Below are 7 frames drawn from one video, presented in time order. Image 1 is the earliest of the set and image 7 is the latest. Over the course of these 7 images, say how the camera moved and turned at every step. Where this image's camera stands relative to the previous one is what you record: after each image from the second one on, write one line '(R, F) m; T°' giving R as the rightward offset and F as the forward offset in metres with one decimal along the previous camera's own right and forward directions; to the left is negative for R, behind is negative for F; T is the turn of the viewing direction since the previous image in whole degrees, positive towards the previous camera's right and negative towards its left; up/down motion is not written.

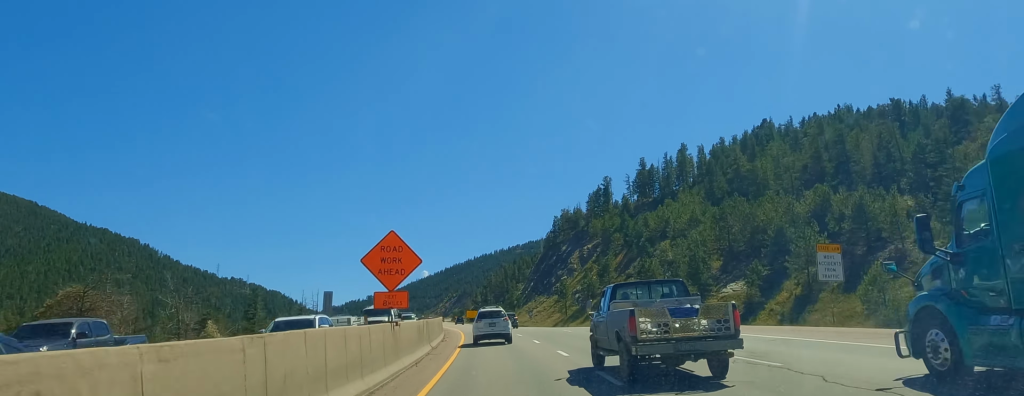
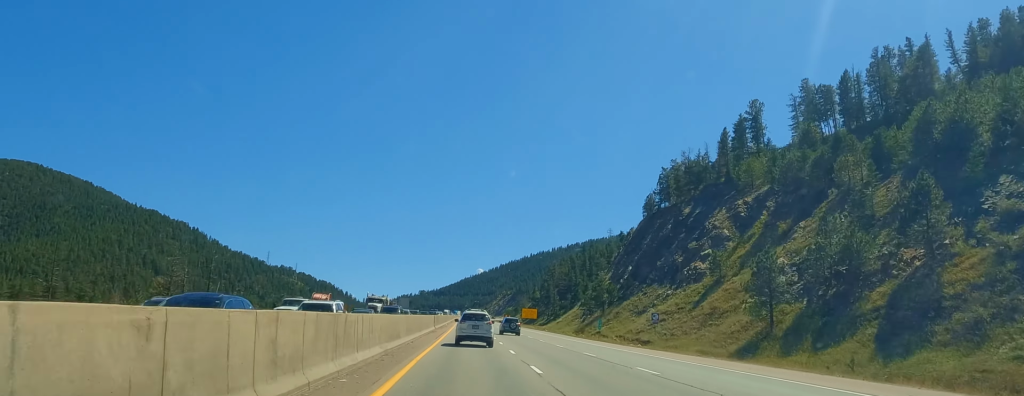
(-2.4, +89.8) m; -3°
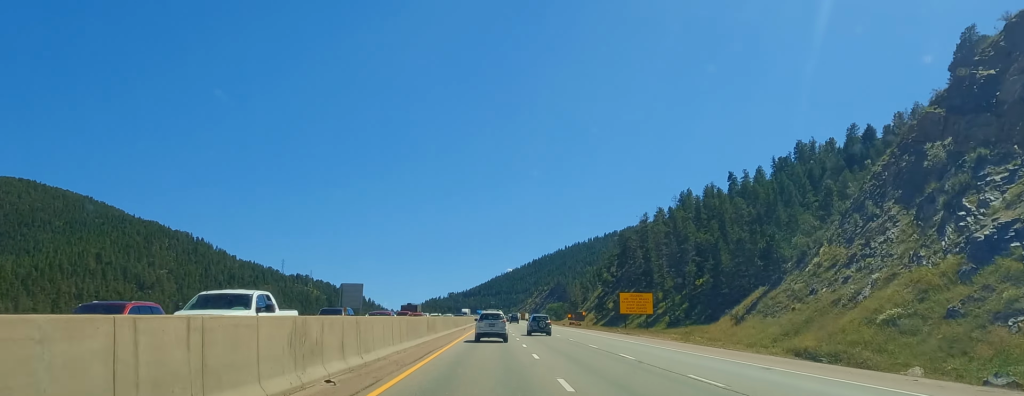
(-1.1, +136.0) m; -1°
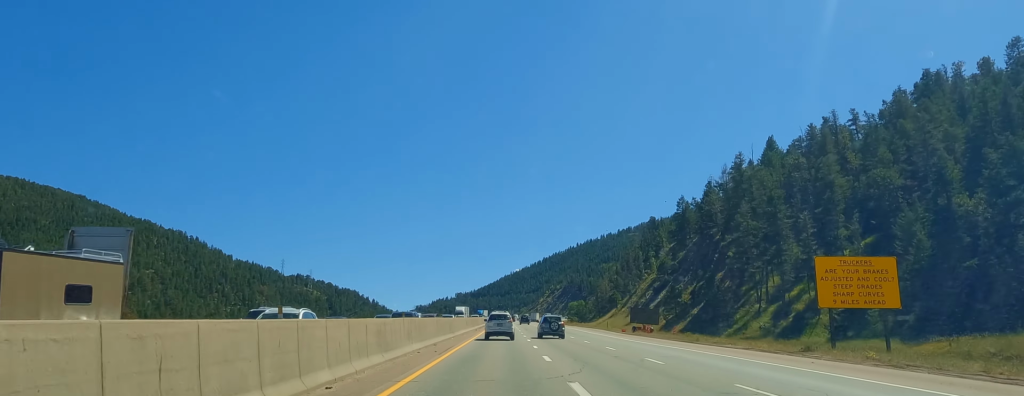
(-0.9, +67.5) m; 0°
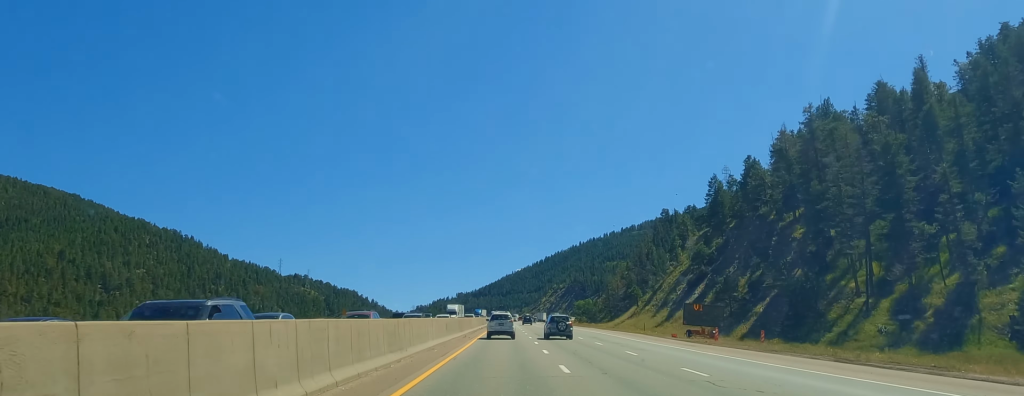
(+0.2, +26.6) m; 0°
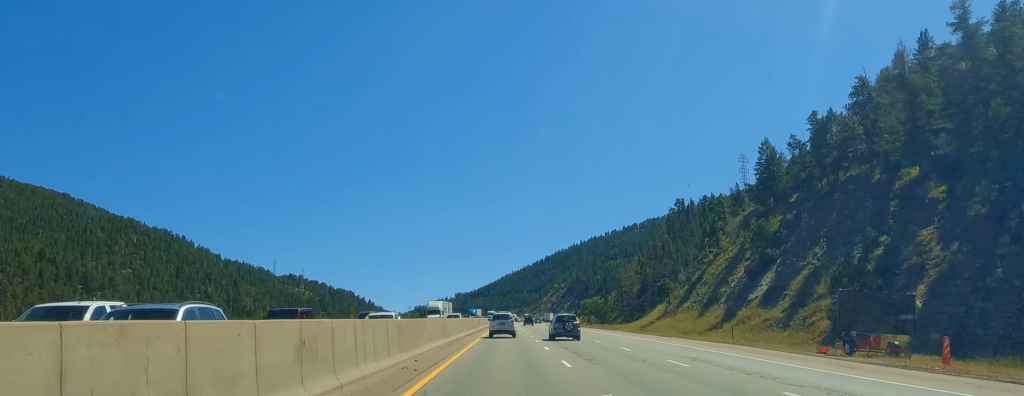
(0.0, +30.8) m; 0°
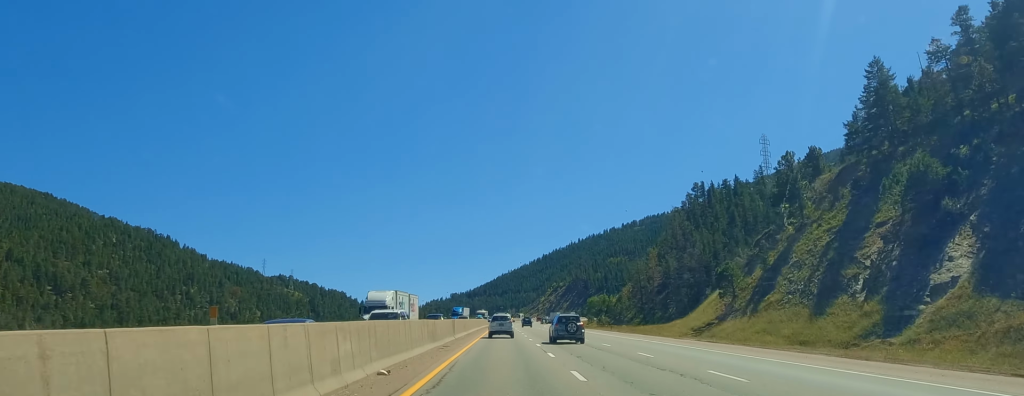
(0.0, +37.9) m; 0°
